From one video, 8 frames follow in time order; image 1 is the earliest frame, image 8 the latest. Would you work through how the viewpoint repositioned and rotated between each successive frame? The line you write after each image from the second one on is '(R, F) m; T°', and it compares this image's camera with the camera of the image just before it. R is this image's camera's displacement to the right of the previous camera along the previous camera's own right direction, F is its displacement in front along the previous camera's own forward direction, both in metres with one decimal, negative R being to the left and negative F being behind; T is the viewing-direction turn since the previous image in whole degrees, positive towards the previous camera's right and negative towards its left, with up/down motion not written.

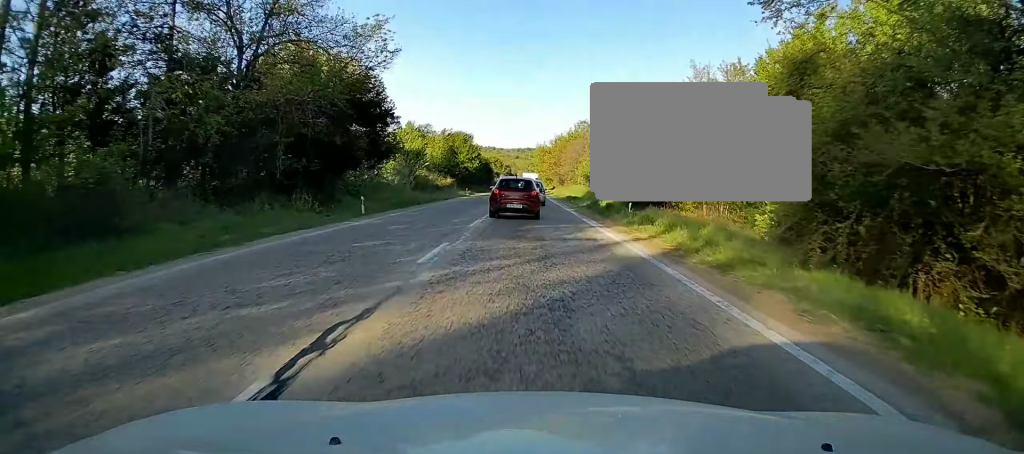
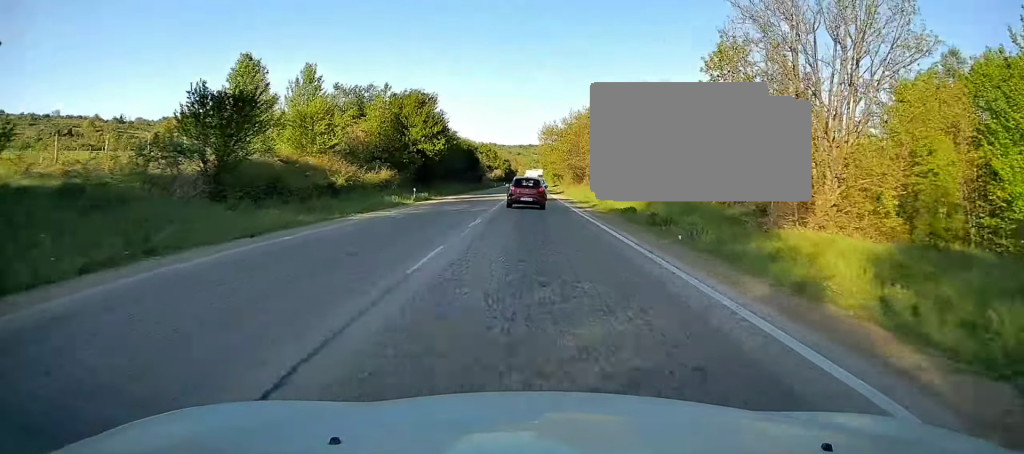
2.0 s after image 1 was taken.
(-0.1, +37.6) m; -1°
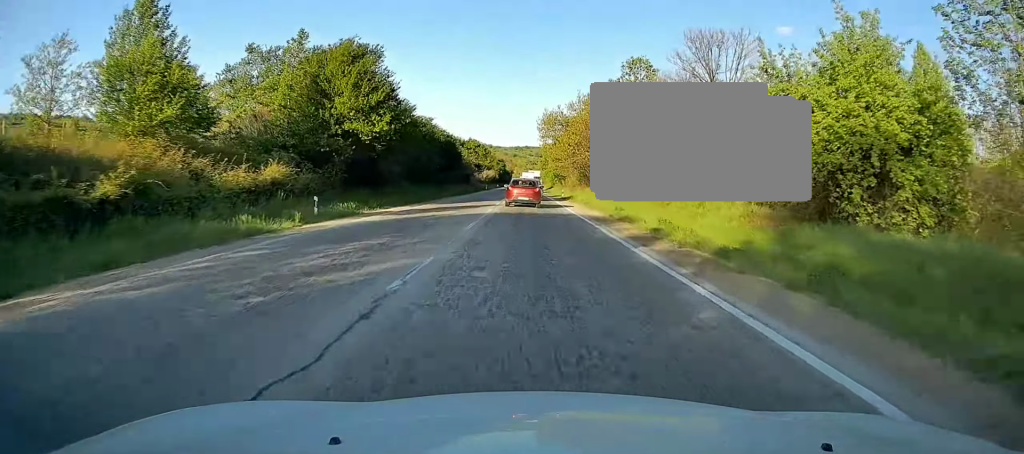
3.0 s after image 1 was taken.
(0.0, +18.9) m; +1°
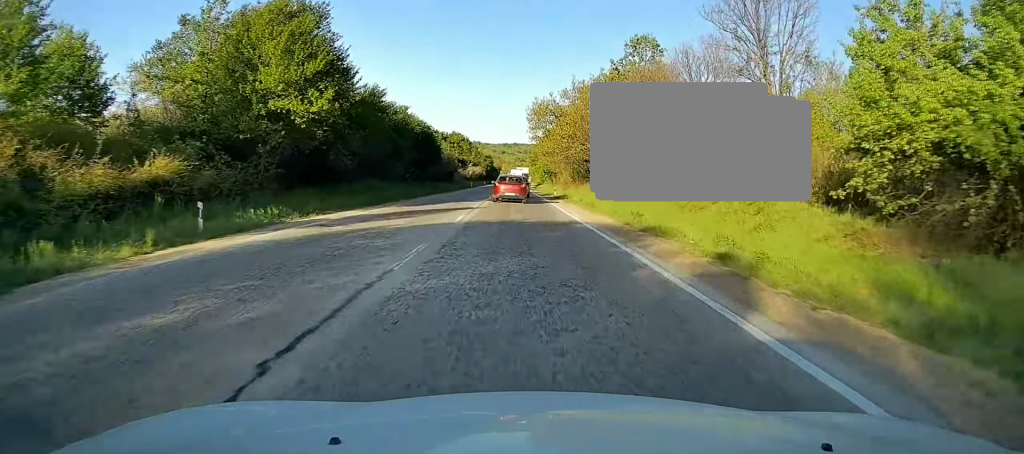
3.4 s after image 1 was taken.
(+0.2, +7.5) m; +1°
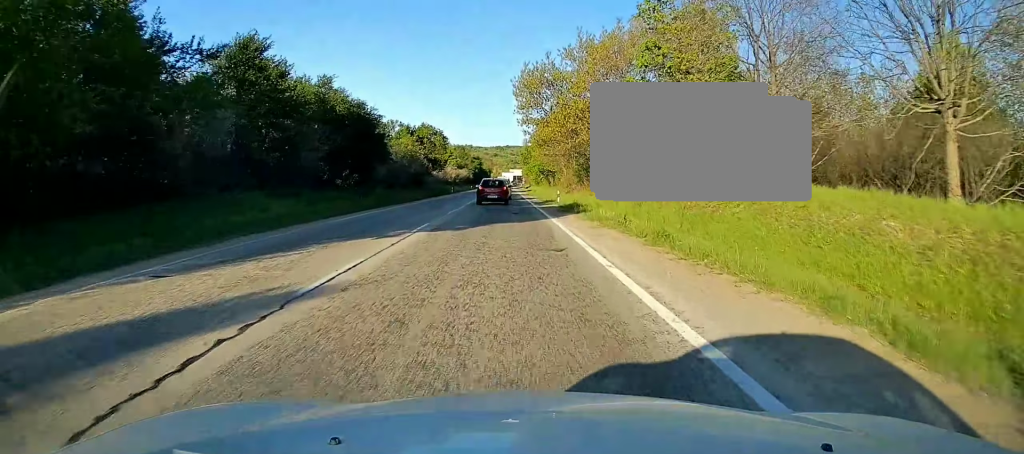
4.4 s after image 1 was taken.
(+0.2, +19.5) m; 0°
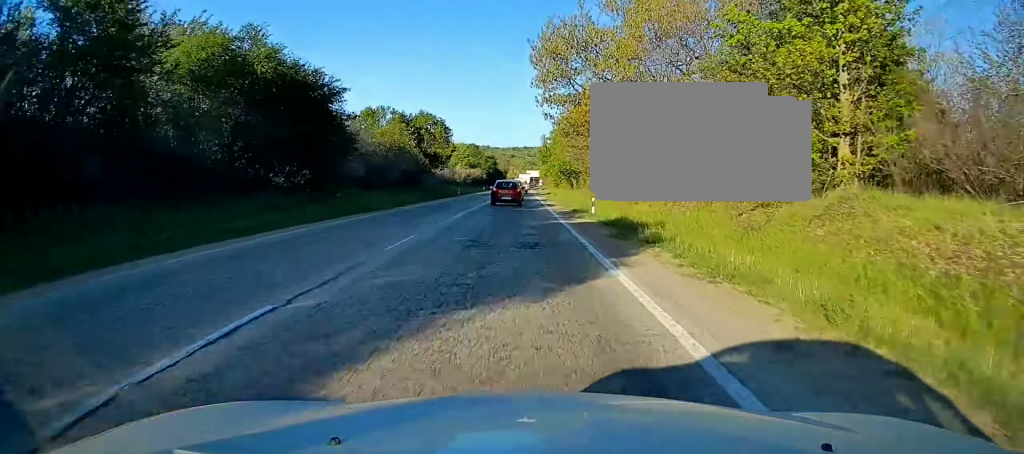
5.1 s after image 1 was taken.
(0.0, +12.7) m; -1°
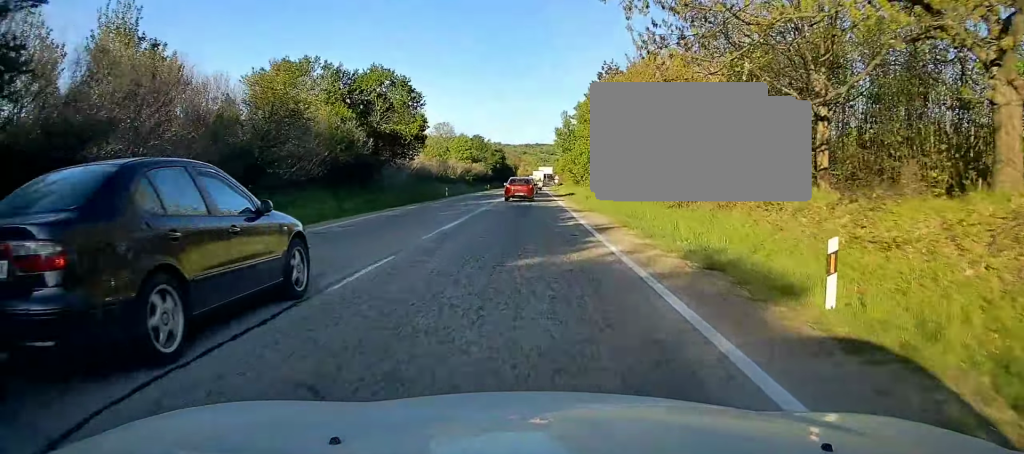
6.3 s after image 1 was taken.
(-0.4, +22.9) m; -1°
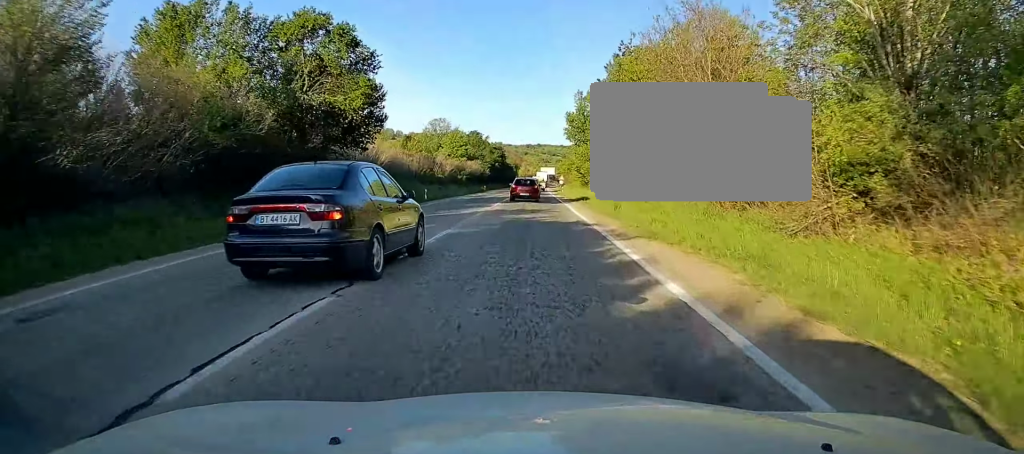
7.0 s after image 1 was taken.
(0.0, +12.8) m; 0°
